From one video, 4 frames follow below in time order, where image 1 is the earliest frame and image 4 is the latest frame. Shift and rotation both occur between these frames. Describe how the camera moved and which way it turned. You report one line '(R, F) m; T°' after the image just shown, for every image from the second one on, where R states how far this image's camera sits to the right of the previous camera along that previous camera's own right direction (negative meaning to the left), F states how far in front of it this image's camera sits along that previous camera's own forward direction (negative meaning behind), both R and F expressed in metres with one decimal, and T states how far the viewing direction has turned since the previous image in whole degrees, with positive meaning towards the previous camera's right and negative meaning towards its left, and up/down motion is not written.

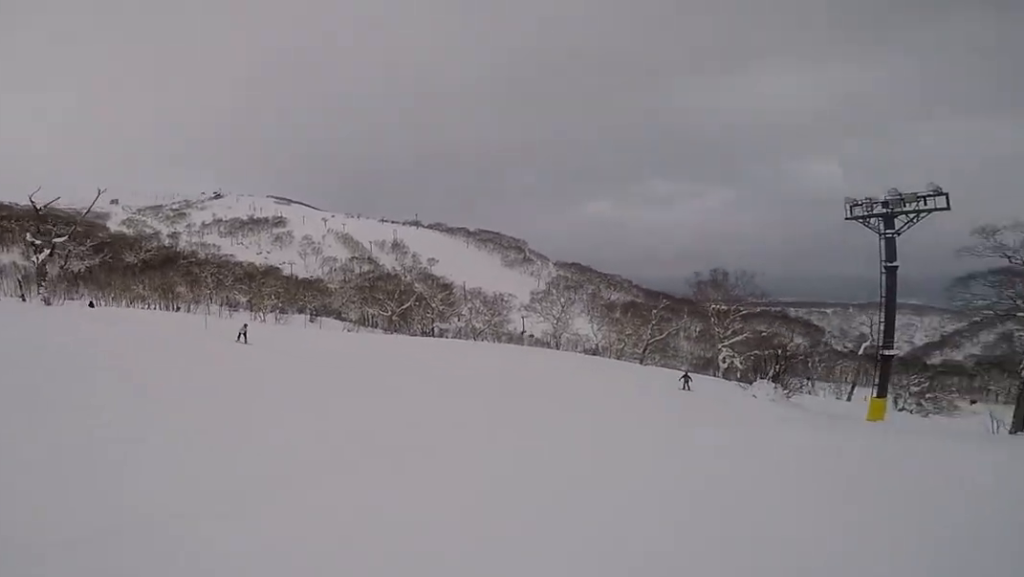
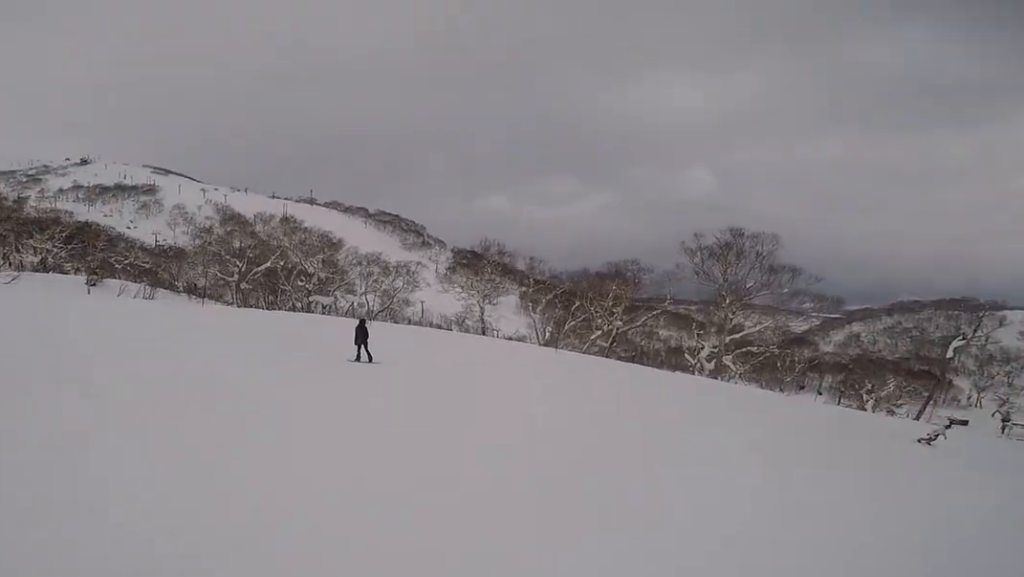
(+9.9, +21.9) m; +37°
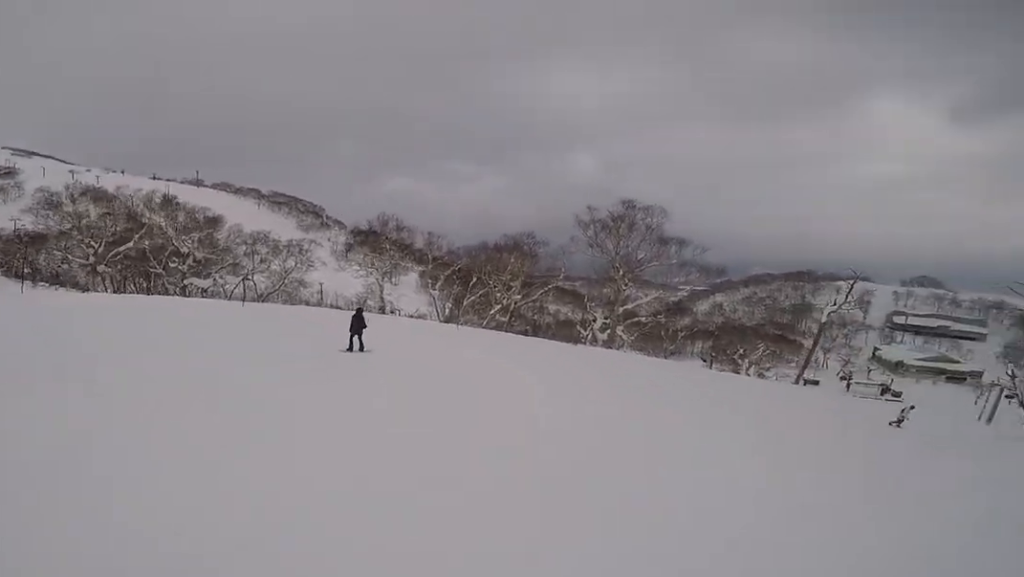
(-0.4, +2.5) m; -2°
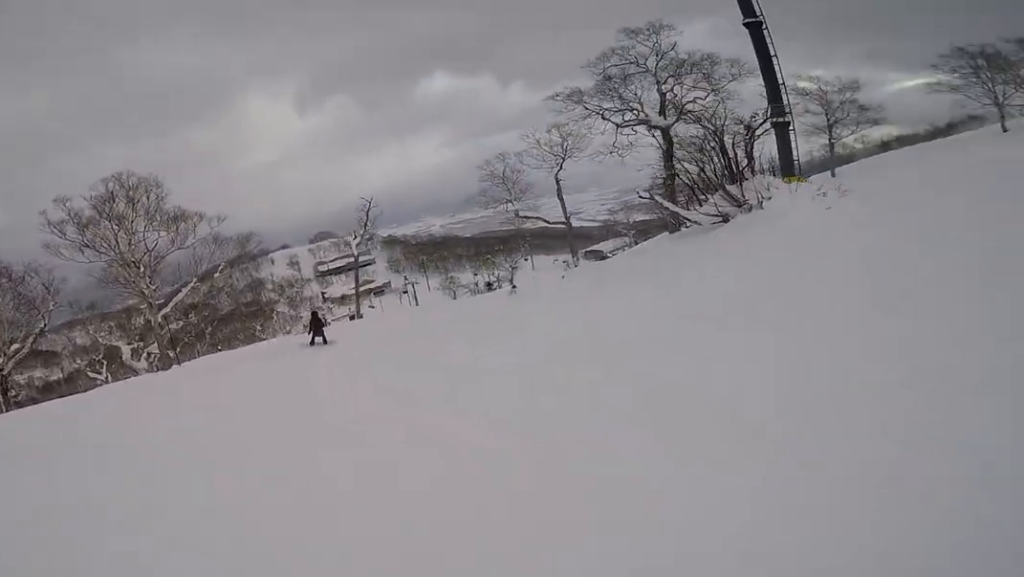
(+0.8, +8.4) m; +31°
